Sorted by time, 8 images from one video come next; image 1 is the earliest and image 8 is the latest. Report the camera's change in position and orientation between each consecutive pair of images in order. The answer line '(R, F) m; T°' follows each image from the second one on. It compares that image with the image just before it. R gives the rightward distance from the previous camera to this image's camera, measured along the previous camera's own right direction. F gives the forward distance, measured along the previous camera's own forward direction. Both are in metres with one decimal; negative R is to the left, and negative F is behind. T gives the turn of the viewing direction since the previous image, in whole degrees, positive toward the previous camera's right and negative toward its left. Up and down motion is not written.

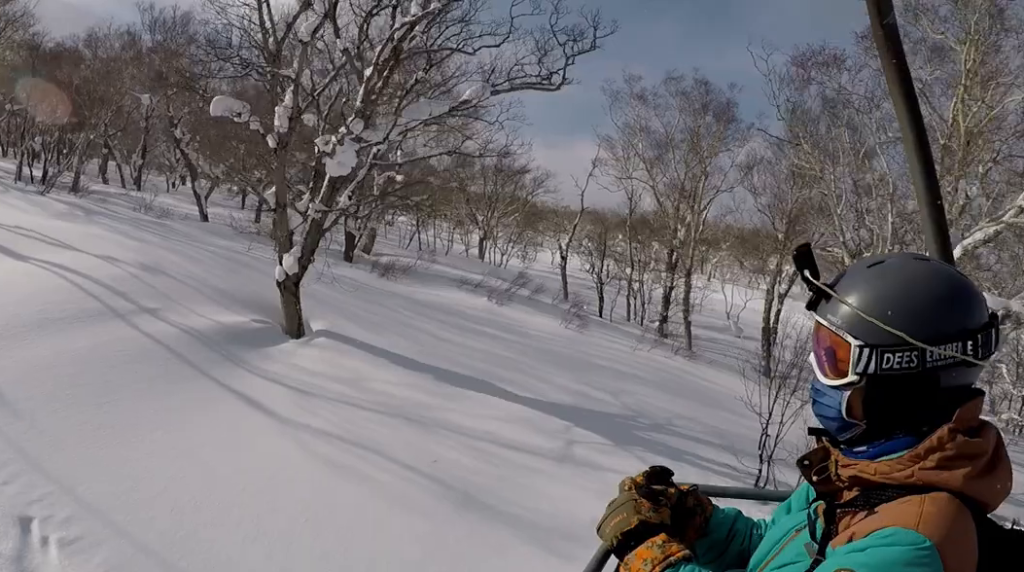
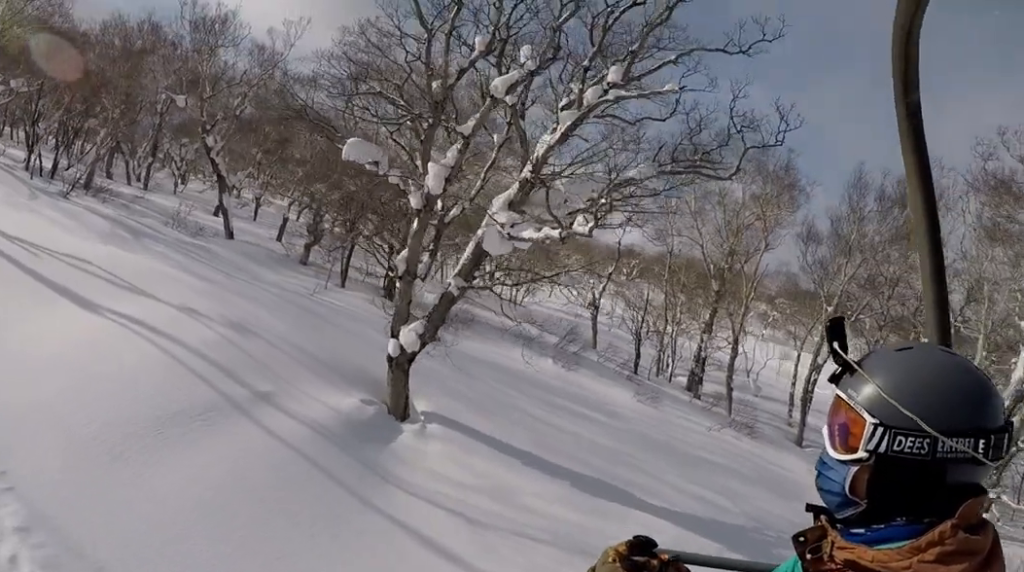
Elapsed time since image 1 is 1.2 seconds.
(-0.1, +4.9) m; +3°
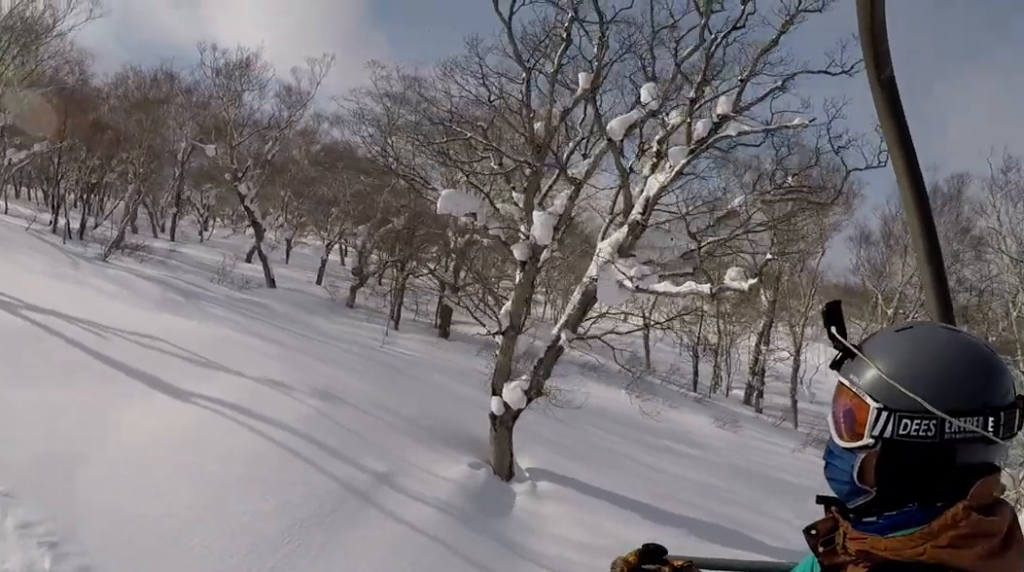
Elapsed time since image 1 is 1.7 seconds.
(-0.1, +2.2) m; +5°
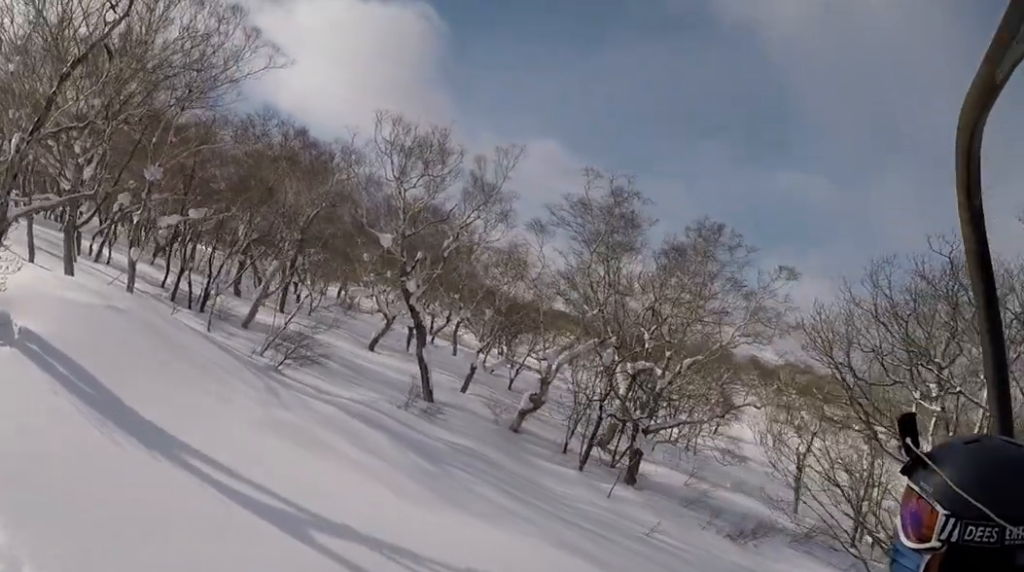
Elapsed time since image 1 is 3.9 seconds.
(+2.3, +7.9) m; +6°
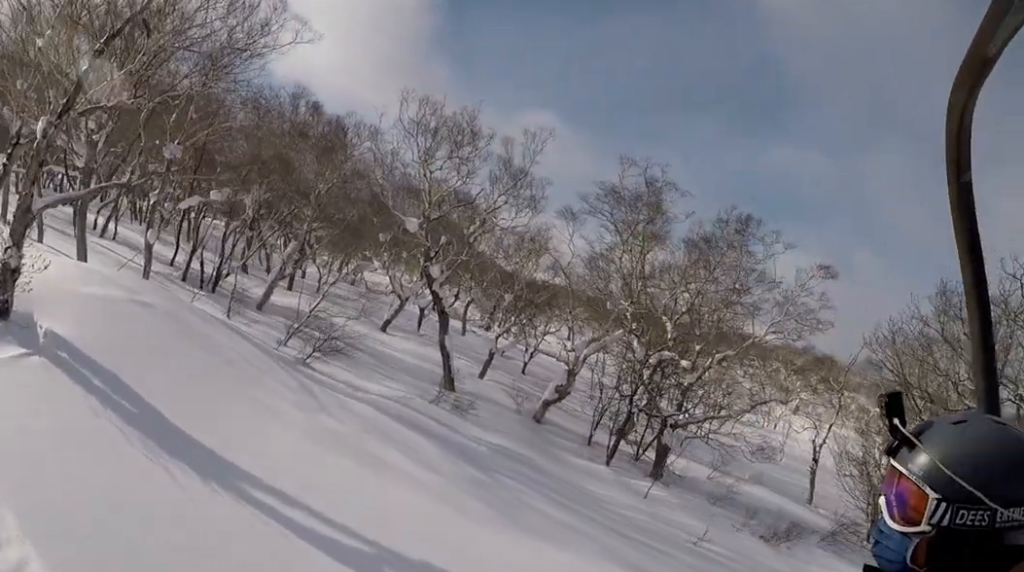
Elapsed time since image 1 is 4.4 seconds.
(-0.5, +1.9) m; -8°
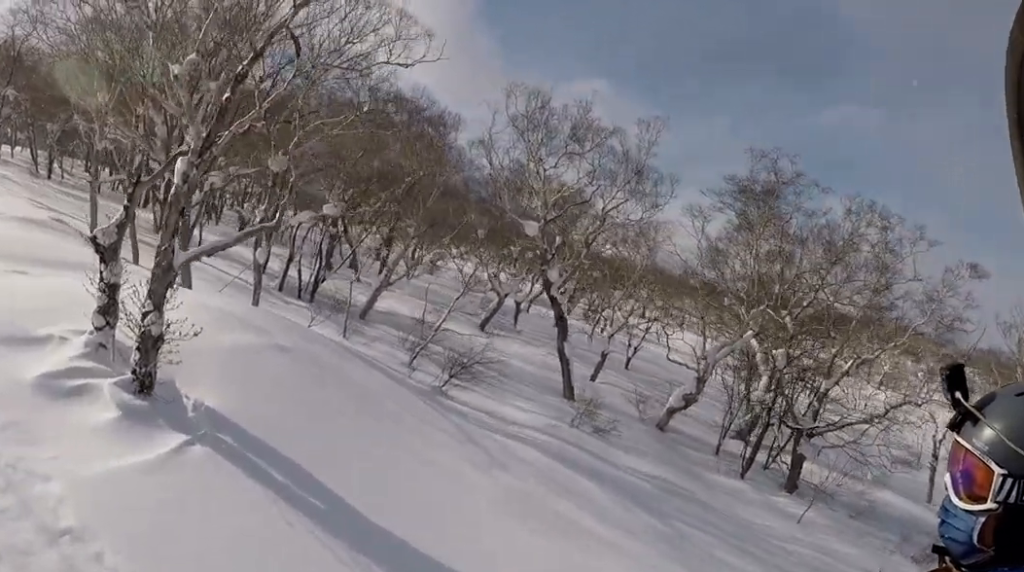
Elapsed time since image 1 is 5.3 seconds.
(-0.4, +3.5) m; -1°
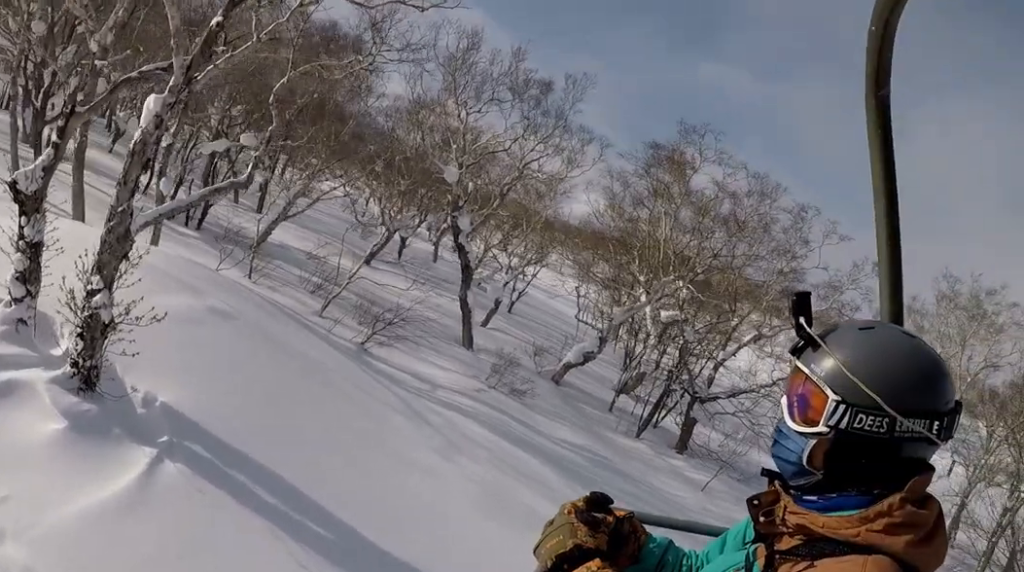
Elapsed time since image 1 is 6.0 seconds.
(+0.1, +3.2) m; +5°
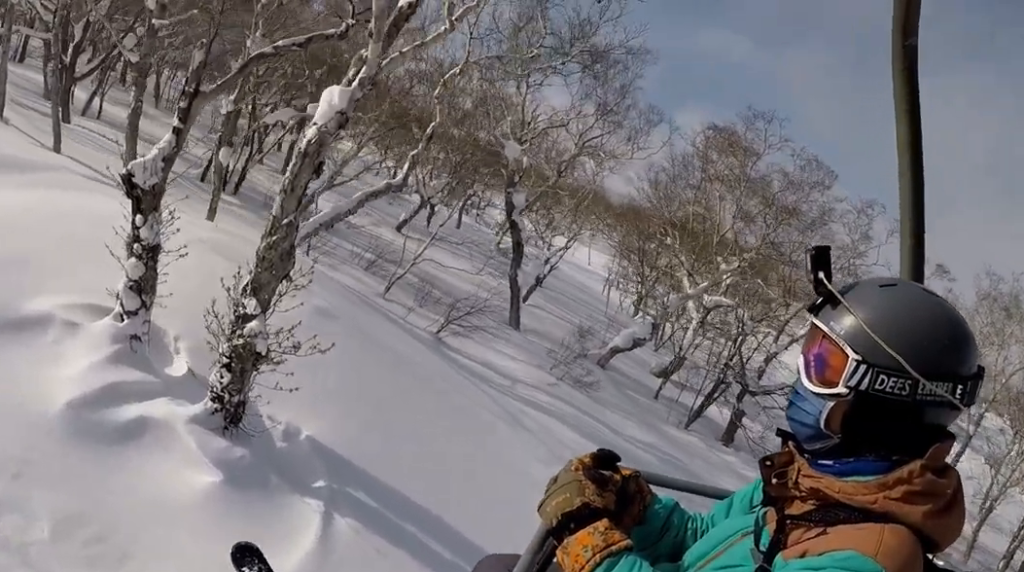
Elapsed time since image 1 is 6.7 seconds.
(+0.4, +3.0) m; -1°
